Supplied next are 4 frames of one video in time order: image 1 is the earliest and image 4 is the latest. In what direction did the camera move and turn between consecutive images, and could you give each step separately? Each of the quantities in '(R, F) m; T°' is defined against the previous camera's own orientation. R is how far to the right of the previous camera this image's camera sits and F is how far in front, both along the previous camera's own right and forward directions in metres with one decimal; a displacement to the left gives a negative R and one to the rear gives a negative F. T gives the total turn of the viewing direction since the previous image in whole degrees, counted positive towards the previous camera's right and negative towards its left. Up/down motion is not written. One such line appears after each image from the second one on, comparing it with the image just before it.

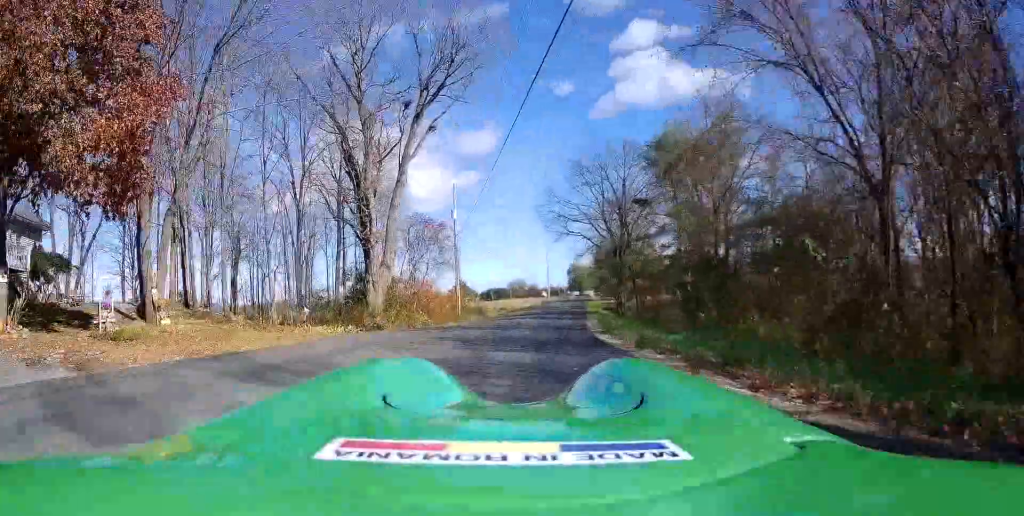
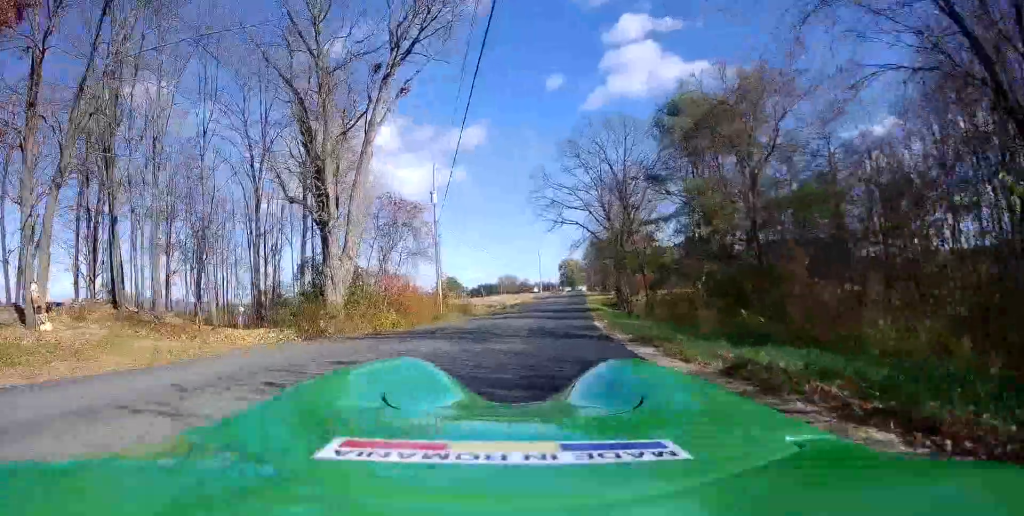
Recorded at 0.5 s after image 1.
(+0.2, +5.6) m; +1°
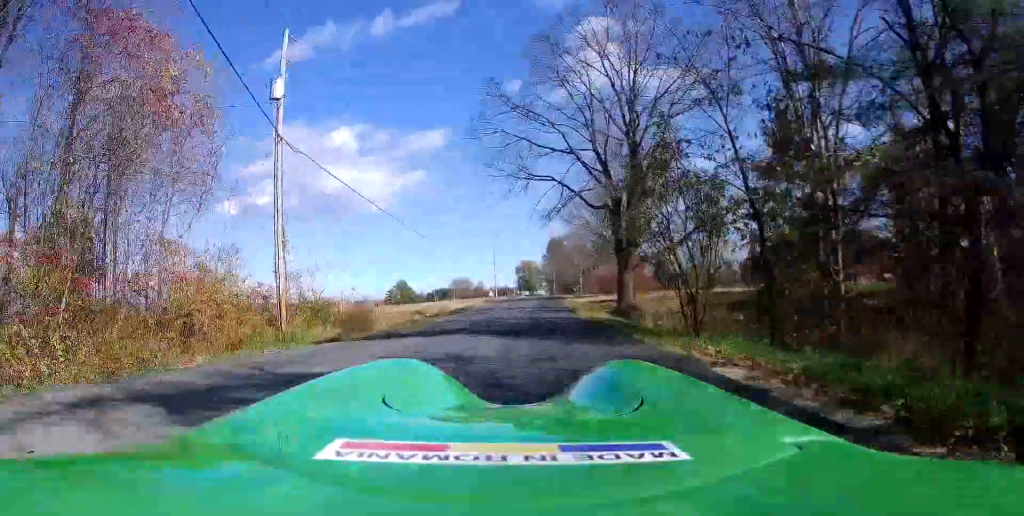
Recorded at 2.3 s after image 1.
(0.0, +22.6) m; -2°
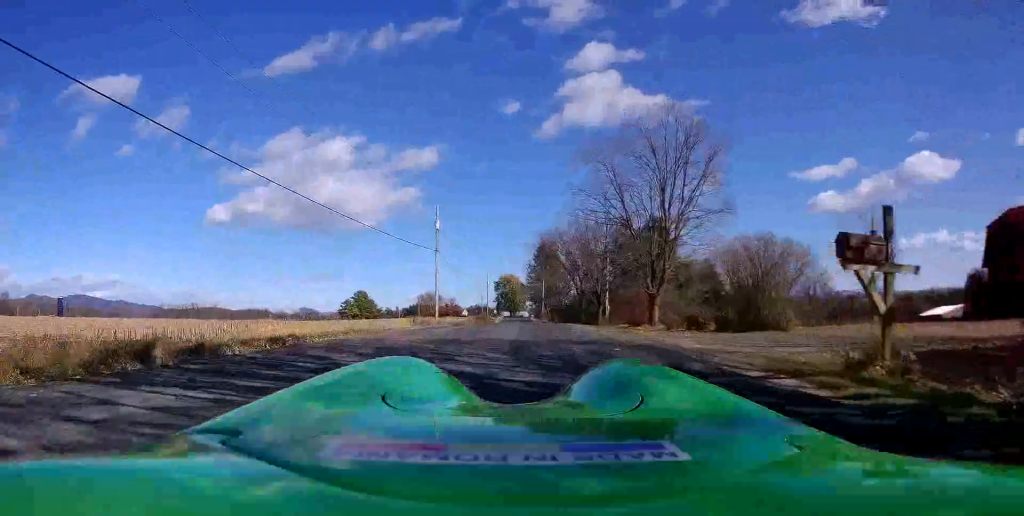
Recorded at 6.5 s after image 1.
(+1.2, +51.8) m; +4°
